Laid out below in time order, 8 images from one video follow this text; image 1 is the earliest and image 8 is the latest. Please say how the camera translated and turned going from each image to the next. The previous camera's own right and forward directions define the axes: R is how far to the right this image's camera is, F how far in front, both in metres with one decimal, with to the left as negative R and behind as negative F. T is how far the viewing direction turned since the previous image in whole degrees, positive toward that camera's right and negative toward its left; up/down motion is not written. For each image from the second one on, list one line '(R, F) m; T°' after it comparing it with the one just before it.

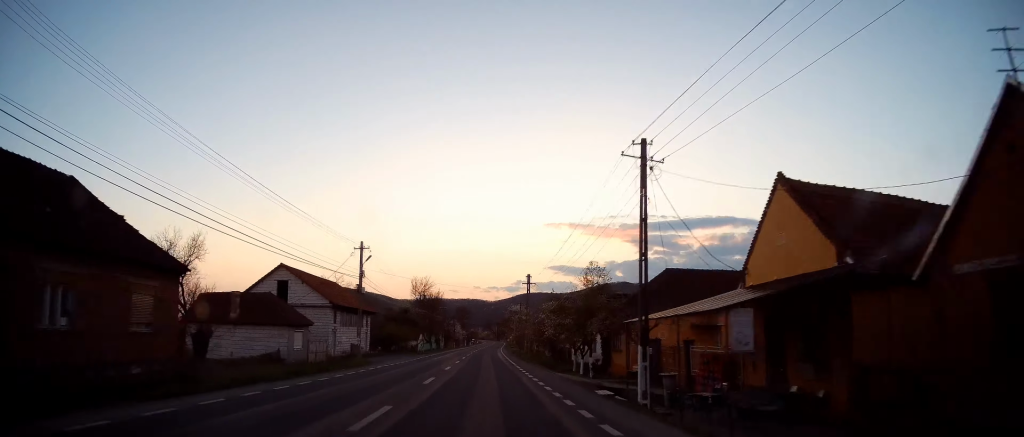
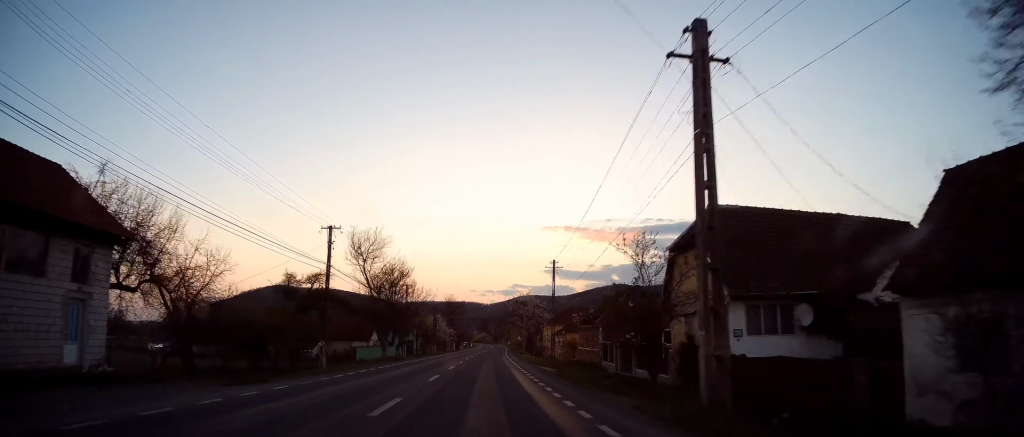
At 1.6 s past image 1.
(0.0, +42.8) m; 0°
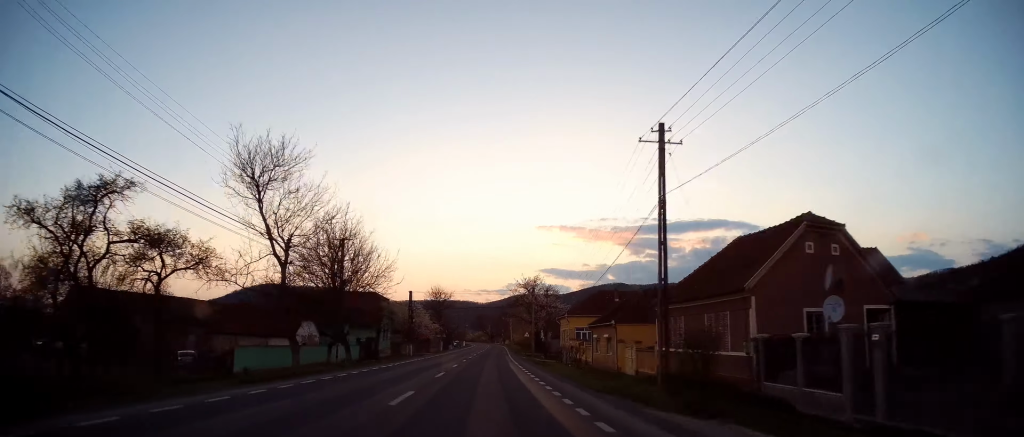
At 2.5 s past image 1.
(+0.1, +24.8) m; +1°
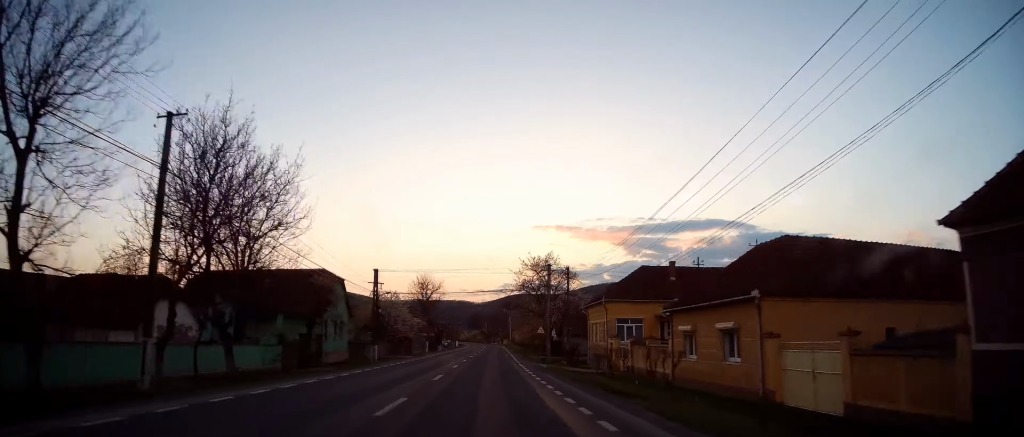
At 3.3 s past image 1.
(+0.2, +19.4) m; 0°
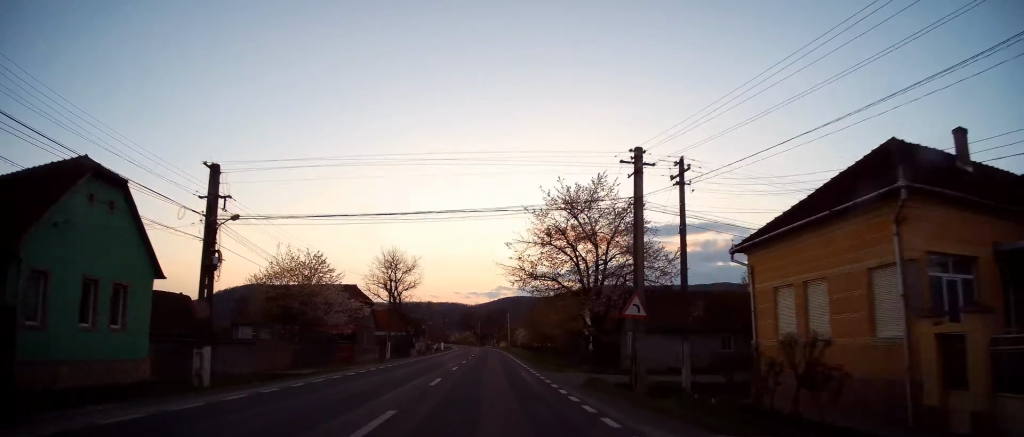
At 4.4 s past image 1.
(0.0, +29.0) m; 0°
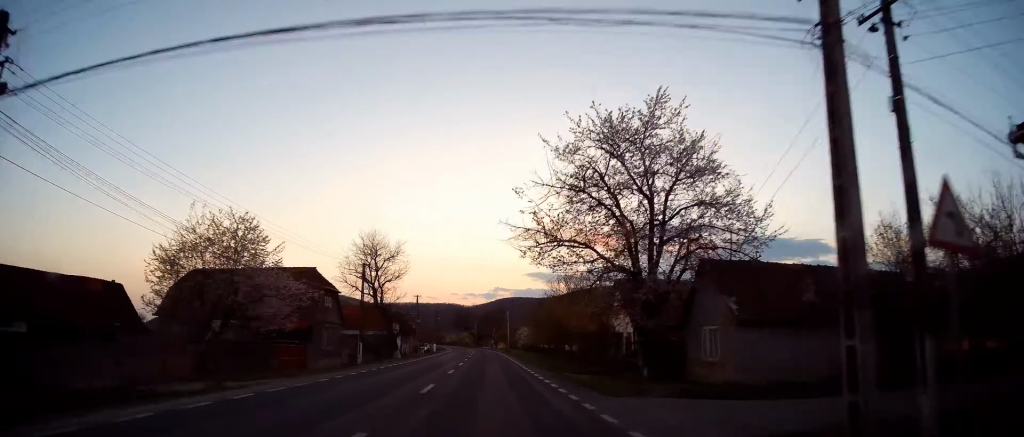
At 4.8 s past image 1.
(-0.2, +11.4) m; 0°
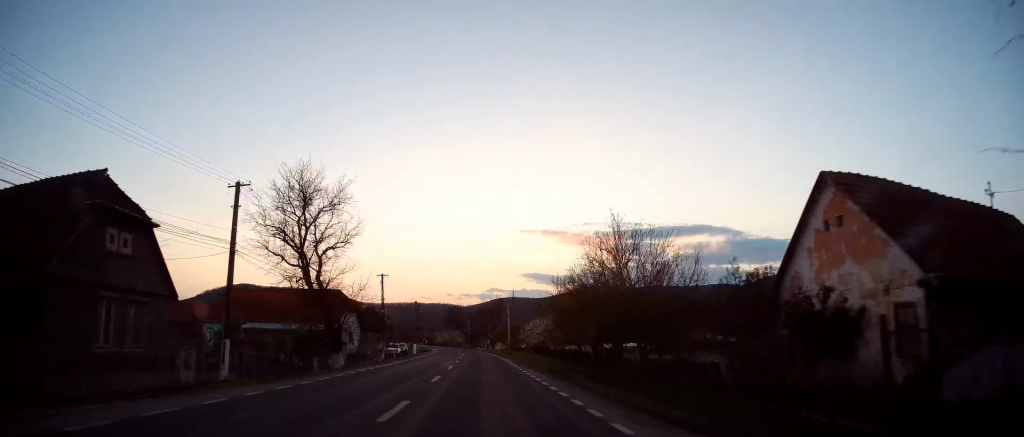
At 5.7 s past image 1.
(+0.5, +22.6) m; +1°
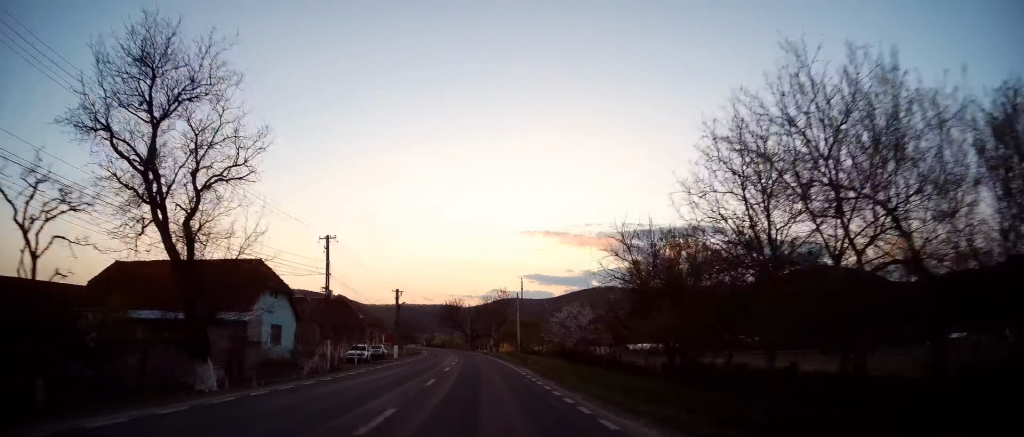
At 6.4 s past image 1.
(+0.1, +19.9) m; 0°
